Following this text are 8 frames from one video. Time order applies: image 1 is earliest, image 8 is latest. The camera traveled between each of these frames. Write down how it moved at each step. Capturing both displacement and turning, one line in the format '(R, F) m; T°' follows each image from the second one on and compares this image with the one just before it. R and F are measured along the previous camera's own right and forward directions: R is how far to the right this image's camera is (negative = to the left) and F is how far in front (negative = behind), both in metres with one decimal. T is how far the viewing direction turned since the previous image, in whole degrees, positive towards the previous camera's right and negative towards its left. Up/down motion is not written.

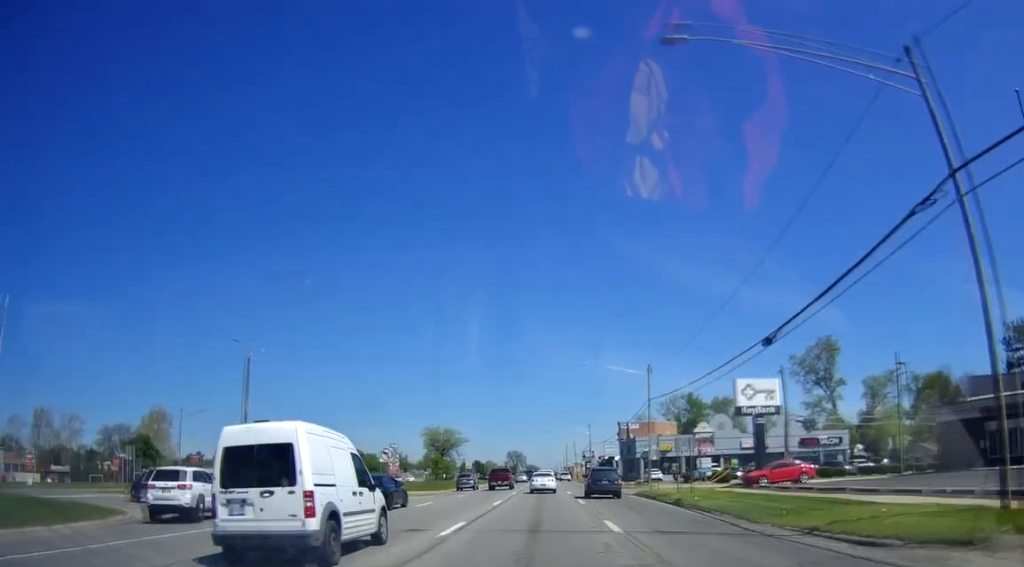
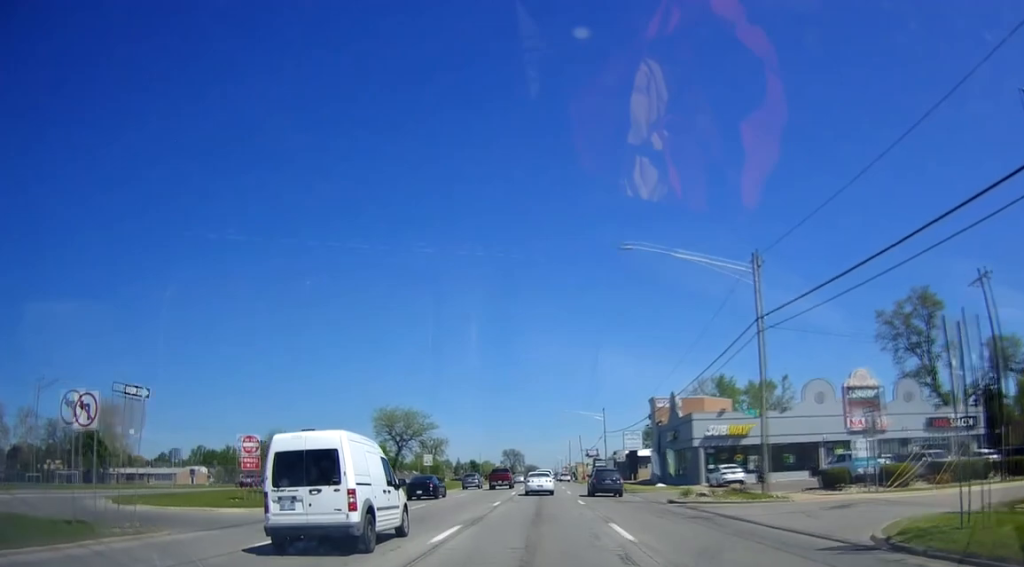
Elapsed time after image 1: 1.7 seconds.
(0.0, +30.9) m; -1°
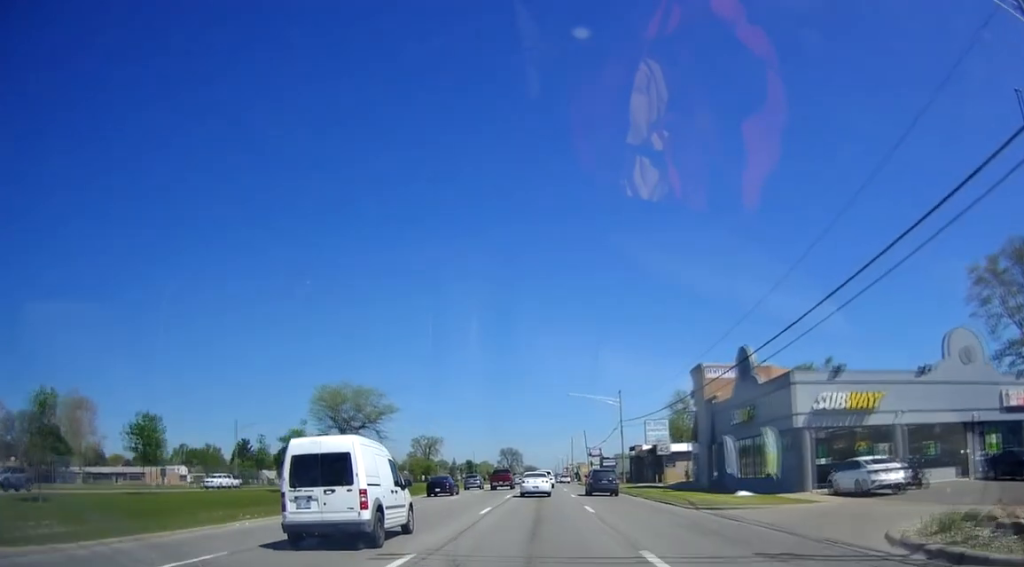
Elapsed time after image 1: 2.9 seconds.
(-0.5, +20.3) m; -1°
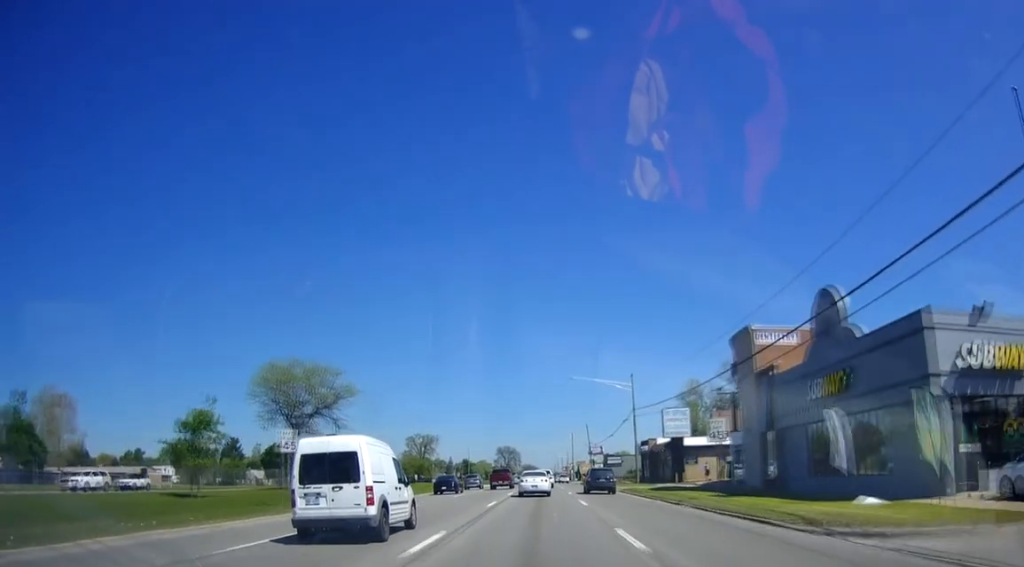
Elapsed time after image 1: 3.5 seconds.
(+0.1, +11.4) m; 0°
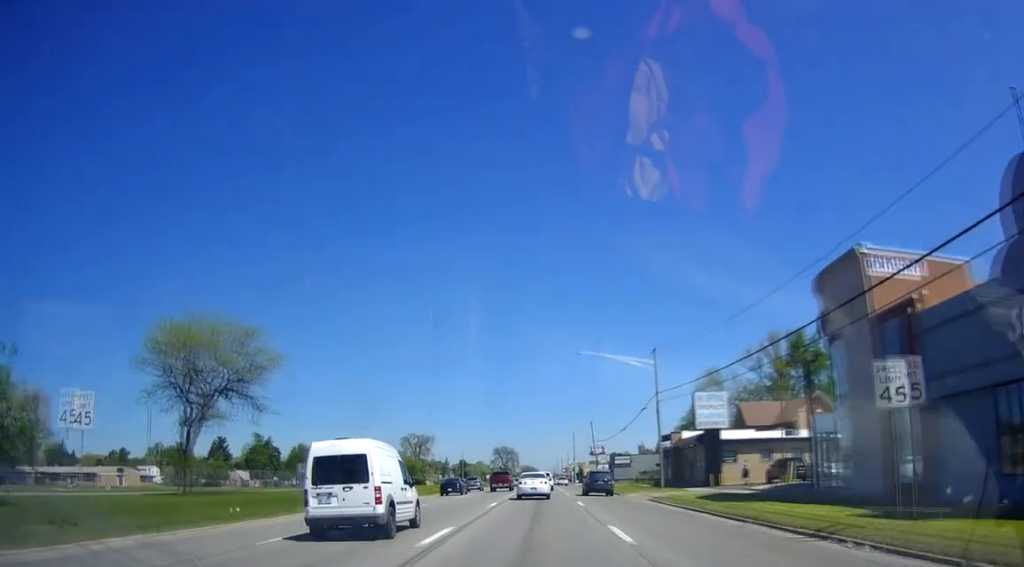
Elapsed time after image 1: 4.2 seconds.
(+0.4, +13.3) m; 0°
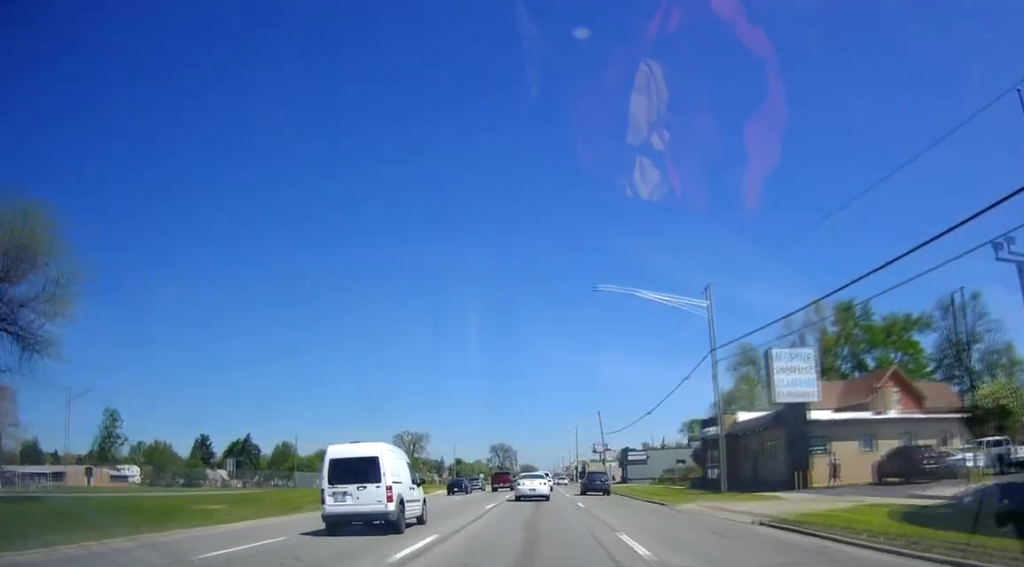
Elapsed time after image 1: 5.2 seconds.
(-0.7, +17.2) m; 0°
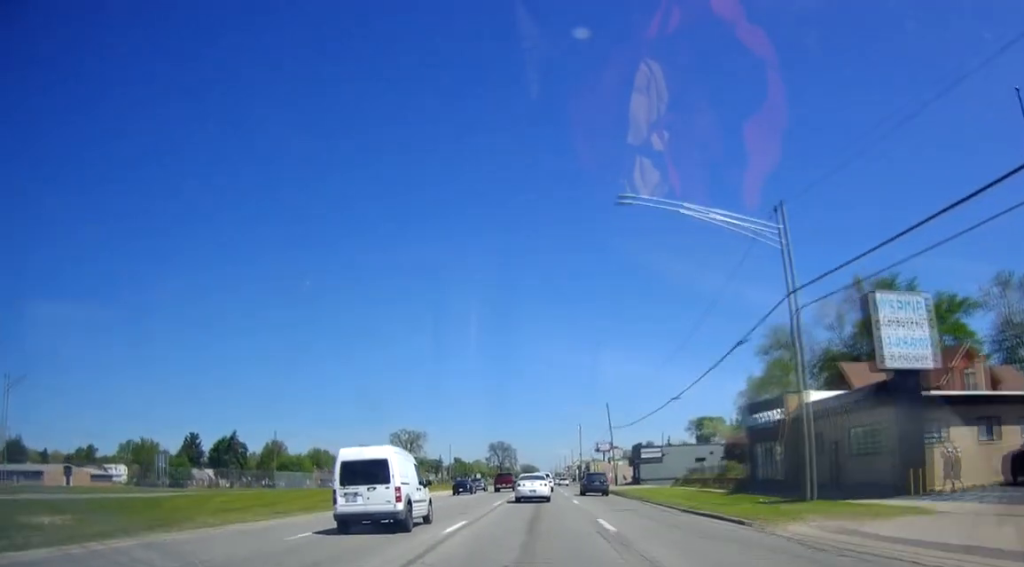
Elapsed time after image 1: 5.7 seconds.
(+0.4, +10.4) m; +1°
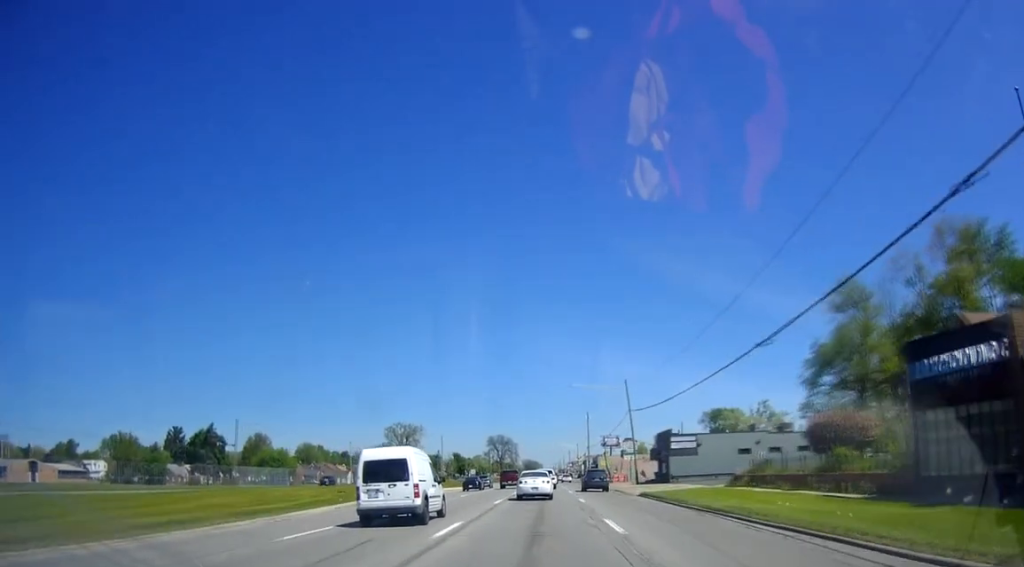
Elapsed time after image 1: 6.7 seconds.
(+0.1, +17.0) m; 0°
